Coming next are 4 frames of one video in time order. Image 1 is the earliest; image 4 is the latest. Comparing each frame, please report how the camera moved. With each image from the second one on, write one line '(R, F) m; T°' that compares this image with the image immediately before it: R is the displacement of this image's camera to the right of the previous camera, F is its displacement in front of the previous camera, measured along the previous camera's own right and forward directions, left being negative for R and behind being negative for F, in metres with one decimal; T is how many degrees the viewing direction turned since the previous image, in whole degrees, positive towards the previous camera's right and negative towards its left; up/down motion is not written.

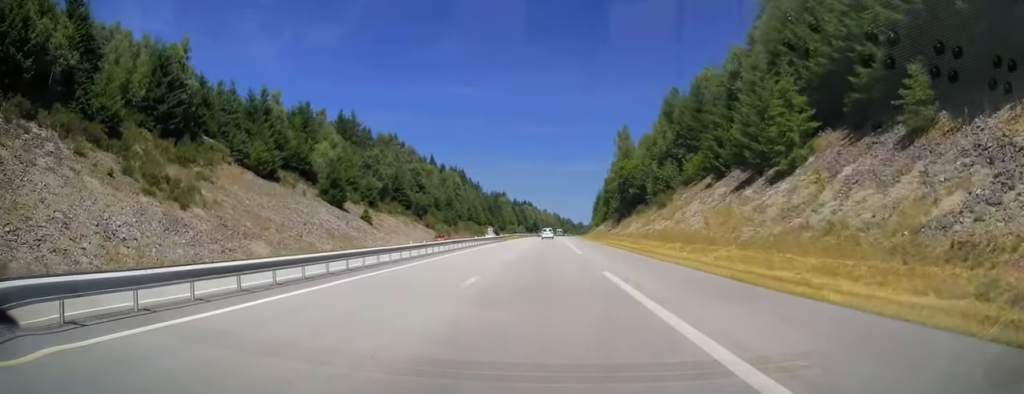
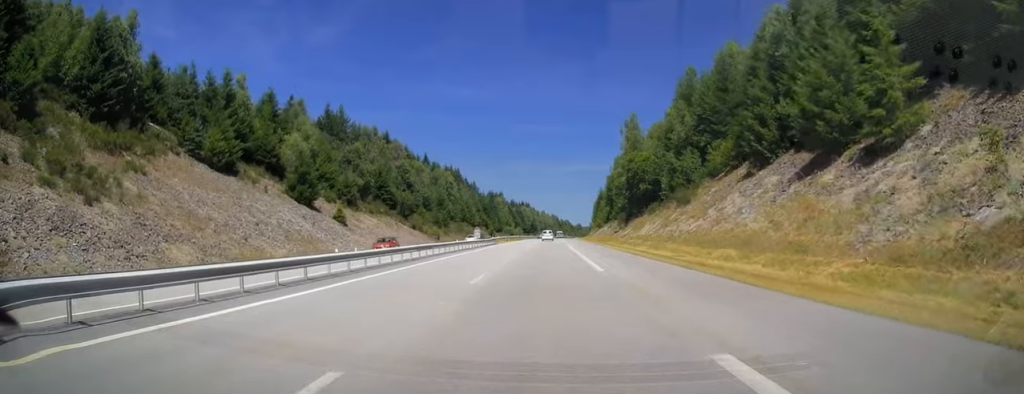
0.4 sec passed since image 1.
(0.0, +11.8) m; 0°
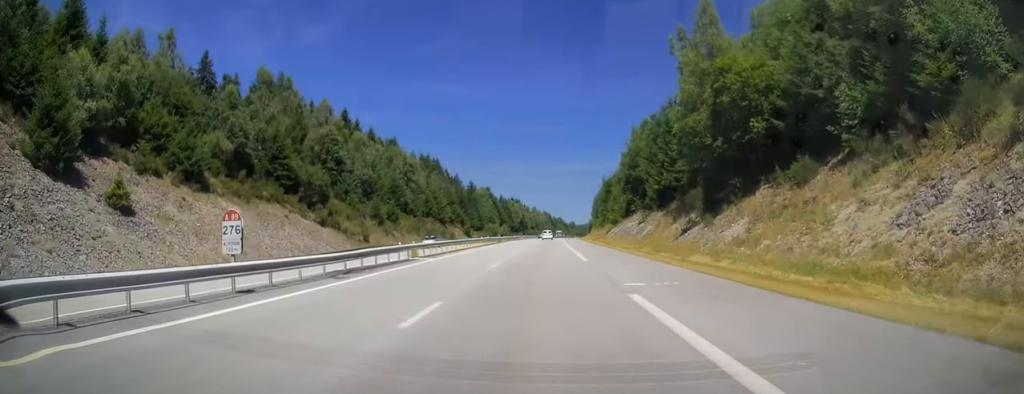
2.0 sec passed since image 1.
(+0.4, +46.3) m; +1°
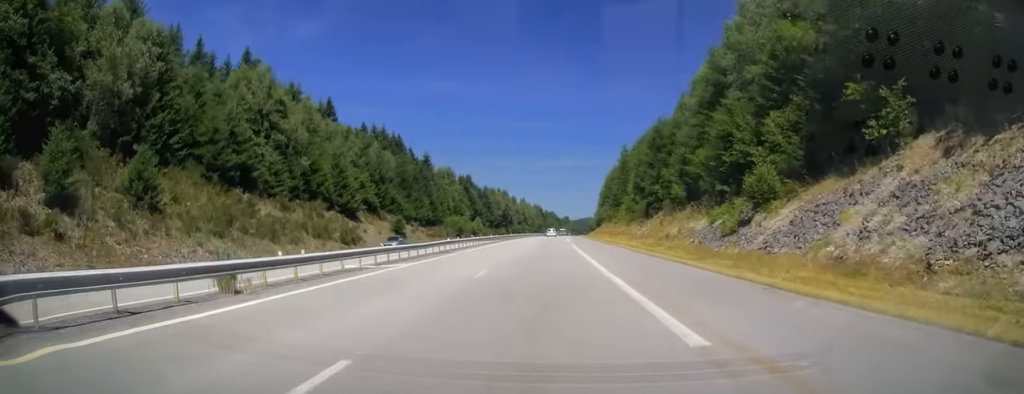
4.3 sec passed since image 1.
(+0.4, +70.6) m; +1°
